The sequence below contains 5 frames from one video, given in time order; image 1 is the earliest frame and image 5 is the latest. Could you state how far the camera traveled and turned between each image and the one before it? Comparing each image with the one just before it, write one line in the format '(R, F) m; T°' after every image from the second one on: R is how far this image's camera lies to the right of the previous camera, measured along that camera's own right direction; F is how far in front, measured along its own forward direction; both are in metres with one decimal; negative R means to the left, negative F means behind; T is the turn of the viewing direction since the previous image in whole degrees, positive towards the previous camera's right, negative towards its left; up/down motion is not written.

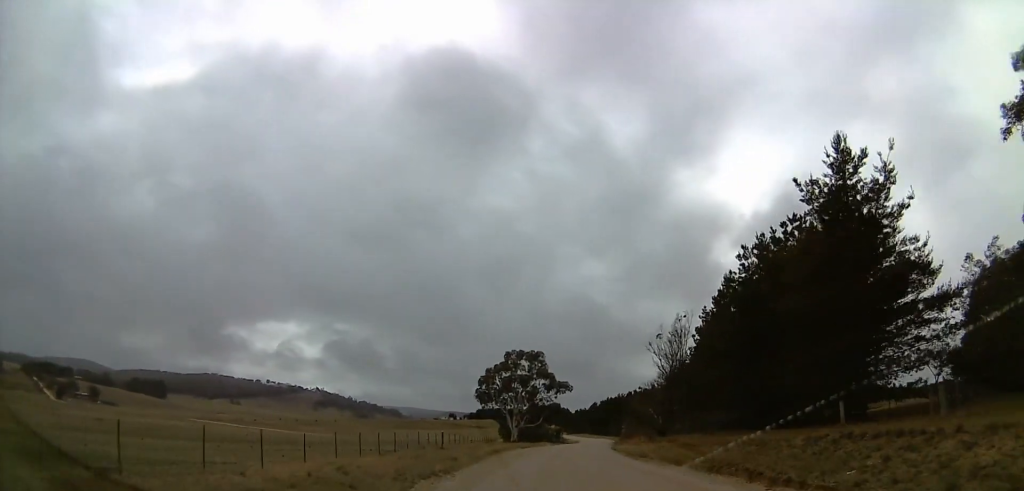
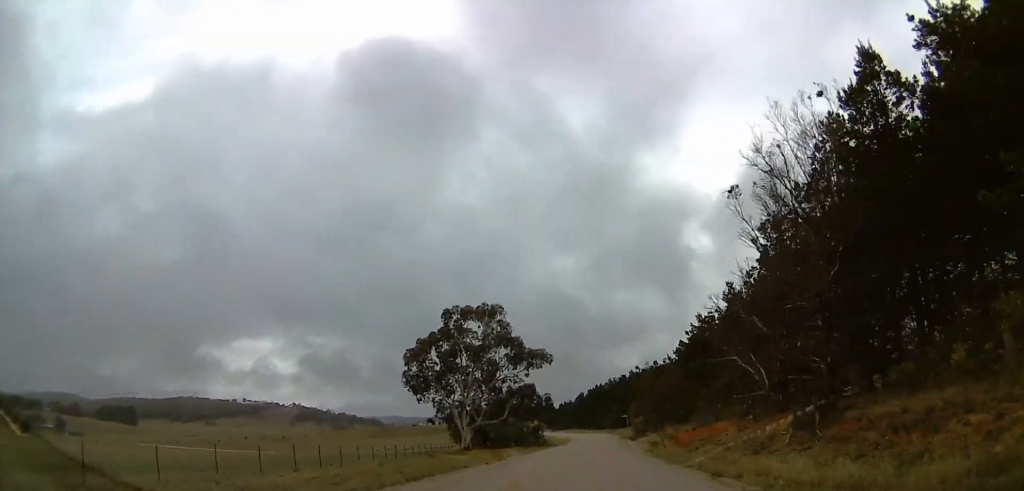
(+0.6, +33.9) m; +2°
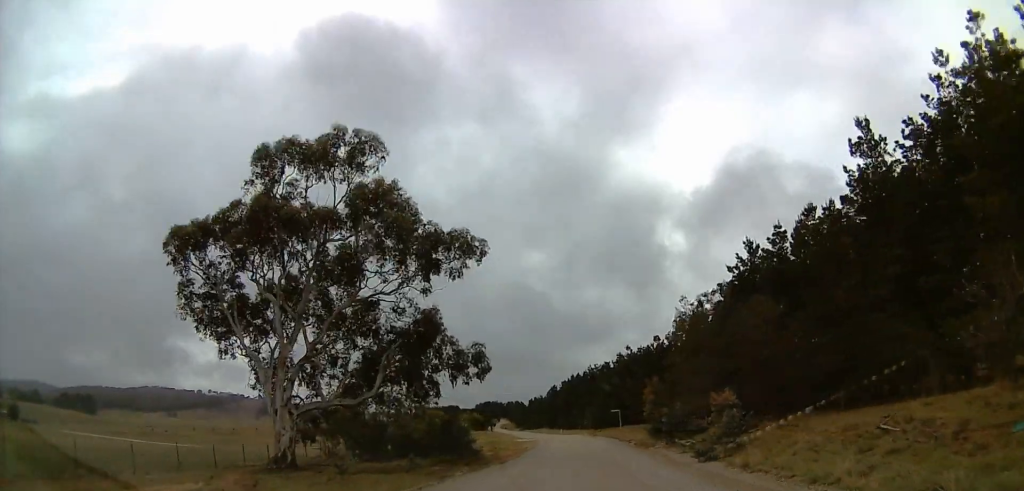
(+1.9, +34.9) m; +5°
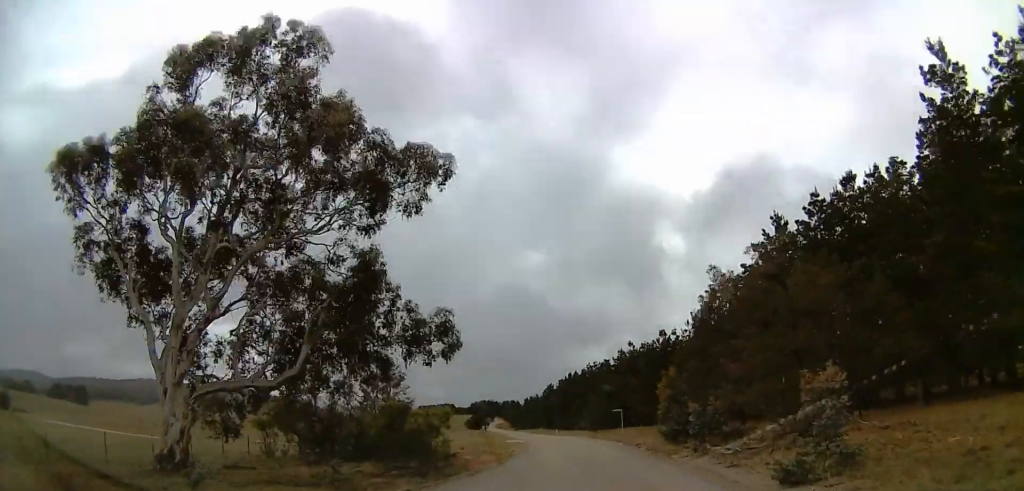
(0.0, +7.8) m; 0°
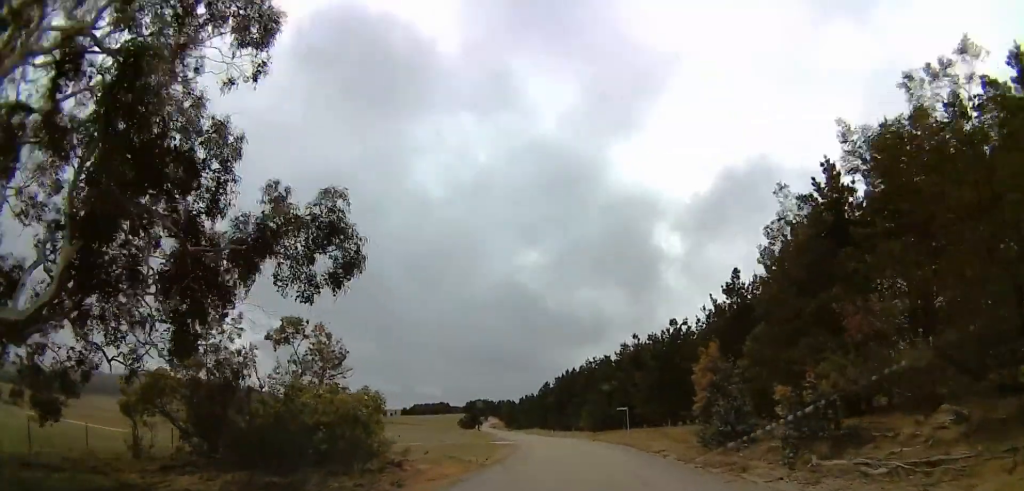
(0.0, +10.6) m; 0°
